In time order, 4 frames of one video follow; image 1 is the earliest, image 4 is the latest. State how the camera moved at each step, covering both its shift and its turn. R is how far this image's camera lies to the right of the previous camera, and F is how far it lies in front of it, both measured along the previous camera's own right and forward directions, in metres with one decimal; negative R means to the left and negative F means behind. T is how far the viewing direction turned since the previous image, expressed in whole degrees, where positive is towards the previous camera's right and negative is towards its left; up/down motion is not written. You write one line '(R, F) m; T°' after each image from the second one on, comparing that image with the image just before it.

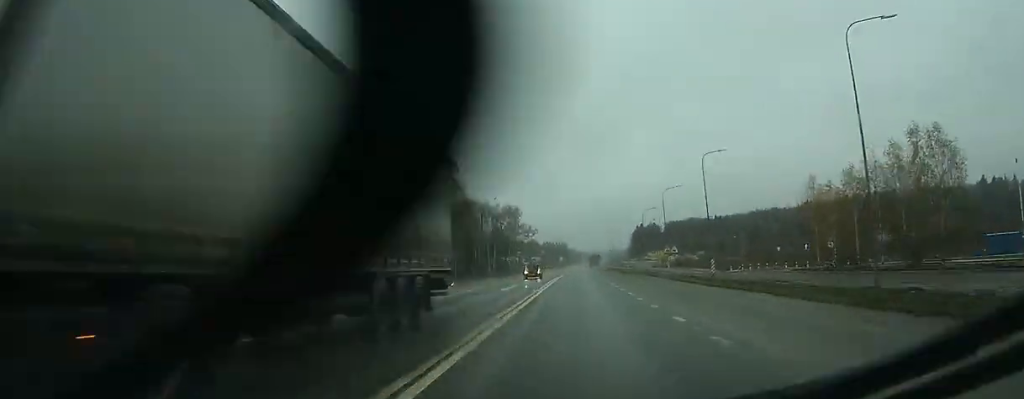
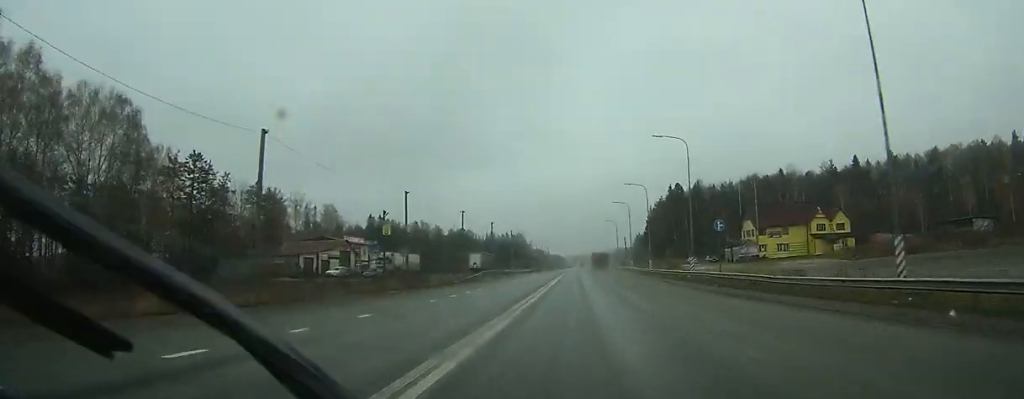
(+4.7, +226.2) m; +3°
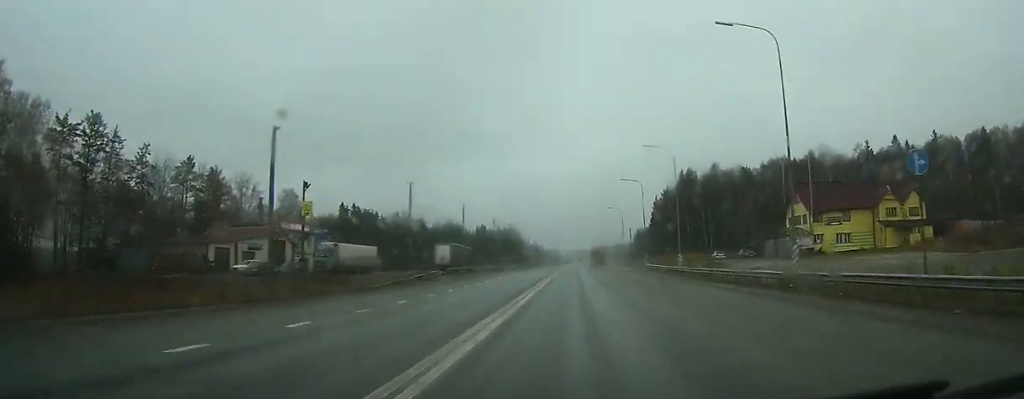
(0.0, +24.0) m; 0°
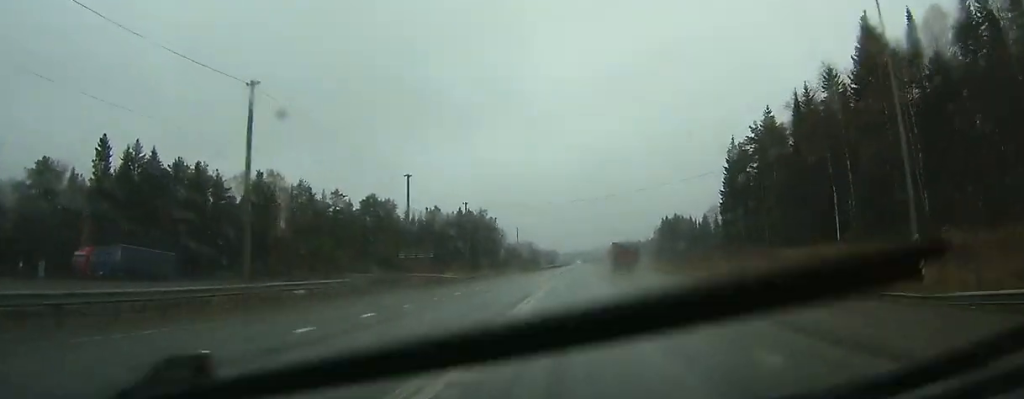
(-0.1, +105.9) m; -1°
